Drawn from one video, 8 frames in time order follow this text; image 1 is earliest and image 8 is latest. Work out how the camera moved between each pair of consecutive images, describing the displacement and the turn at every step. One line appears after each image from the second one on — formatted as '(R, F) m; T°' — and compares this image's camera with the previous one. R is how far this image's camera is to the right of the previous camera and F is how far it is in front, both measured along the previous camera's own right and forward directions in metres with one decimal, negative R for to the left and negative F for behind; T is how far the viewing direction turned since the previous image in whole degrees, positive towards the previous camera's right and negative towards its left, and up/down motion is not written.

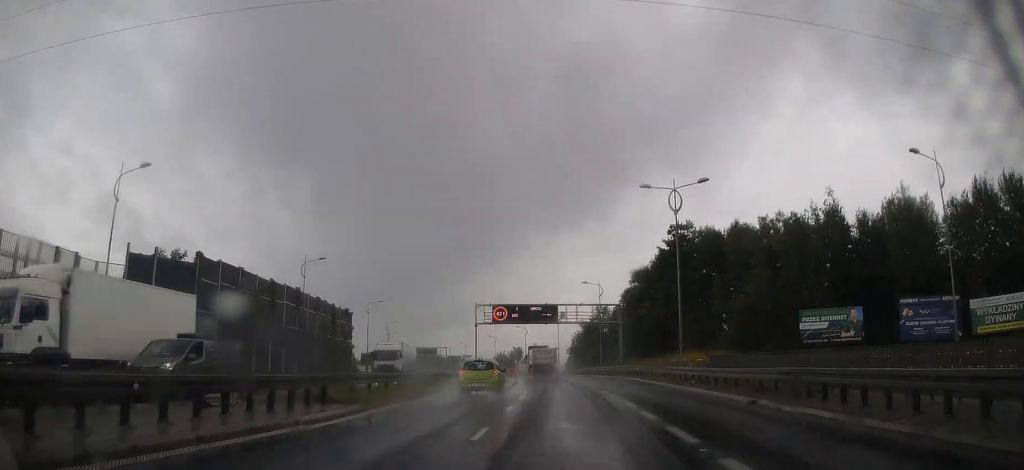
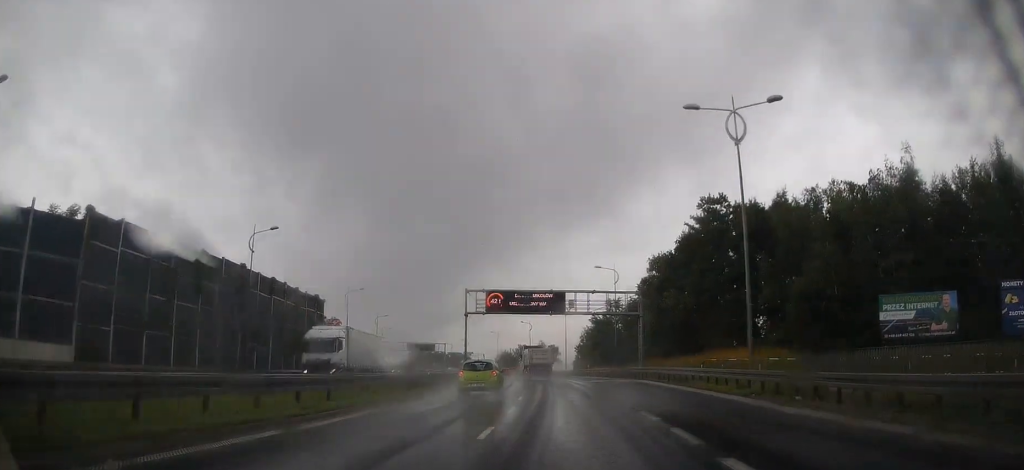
(0.0, +12.0) m; -1°
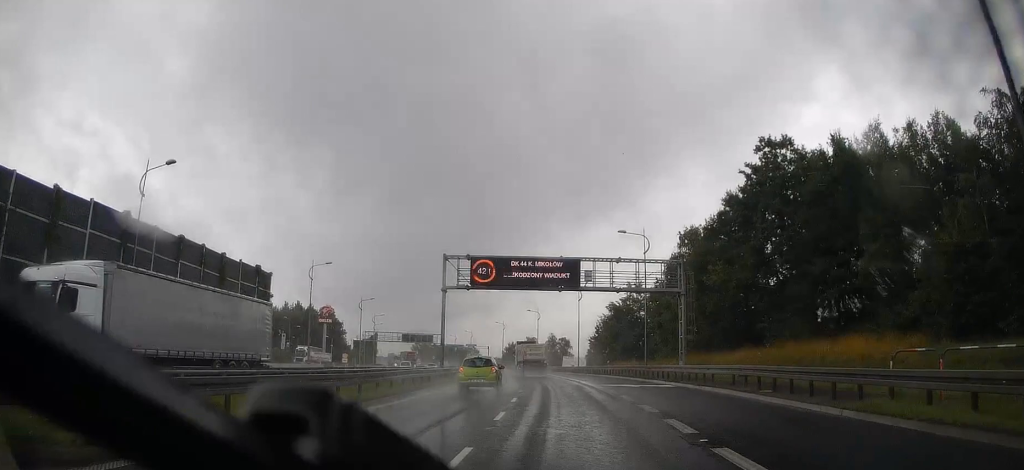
(-0.3, +15.7) m; -1°
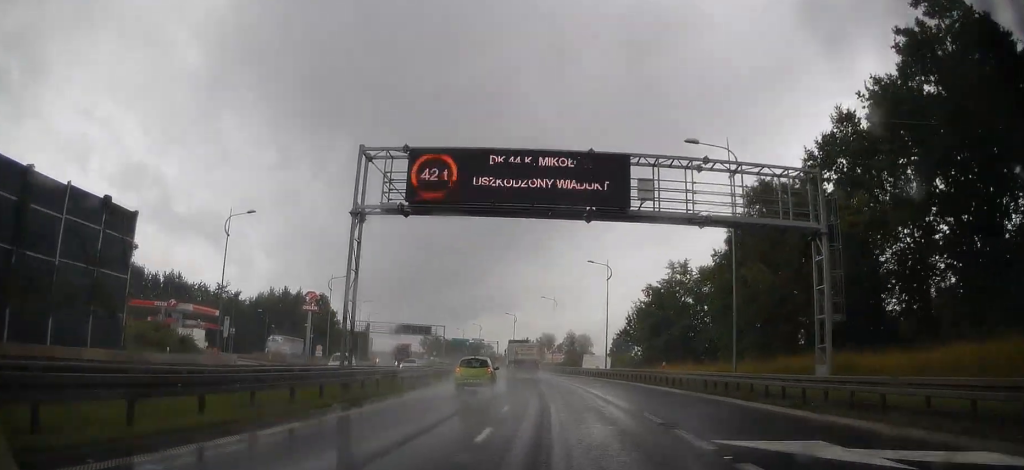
(-0.4, +21.6) m; -2°
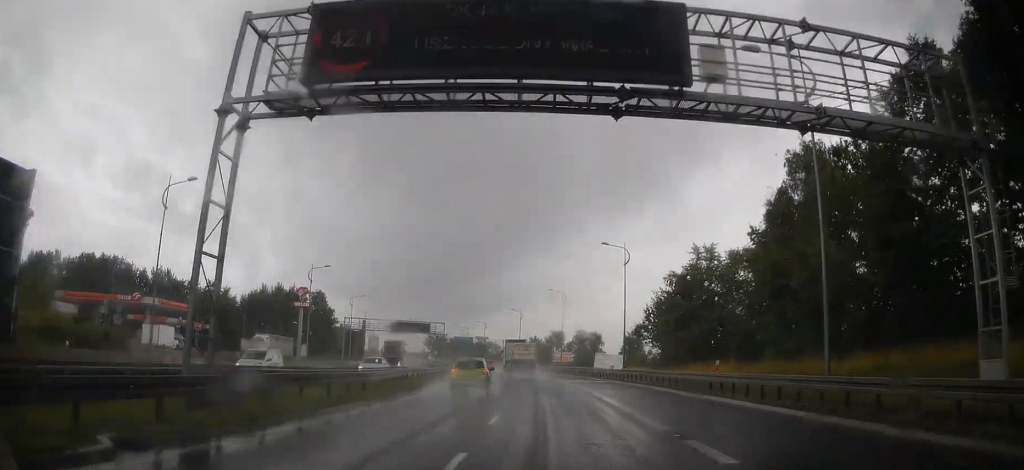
(0.0, +9.4) m; -1°
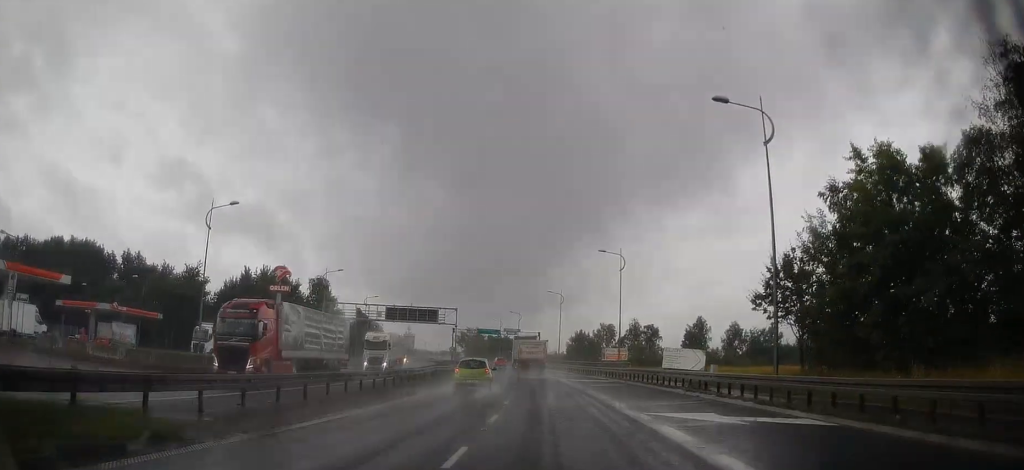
(-1.2, +30.1) m; -4°
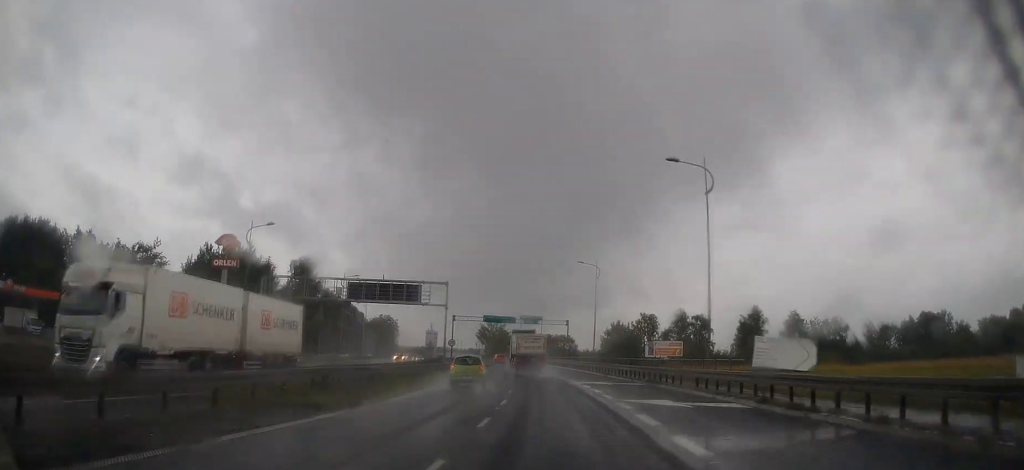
(-0.8, +25.8) m; -3°
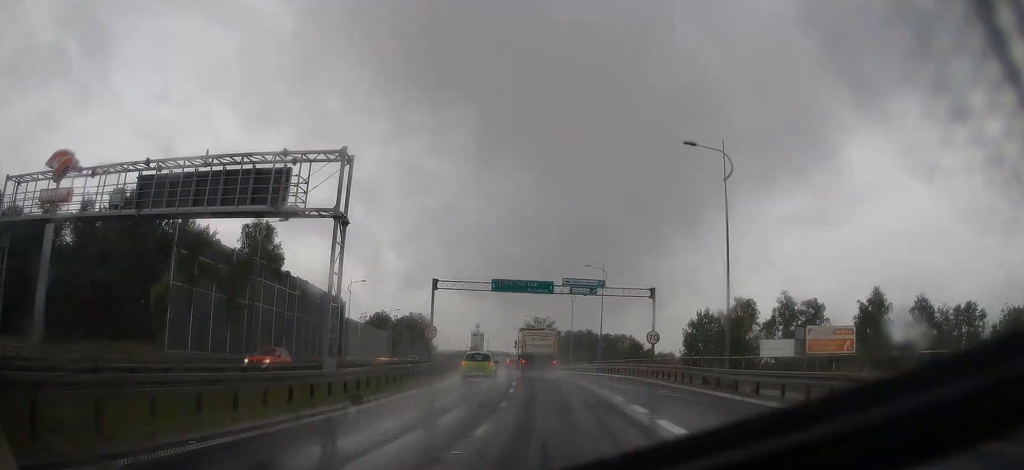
(-1.5, +37.8) m; -4°
